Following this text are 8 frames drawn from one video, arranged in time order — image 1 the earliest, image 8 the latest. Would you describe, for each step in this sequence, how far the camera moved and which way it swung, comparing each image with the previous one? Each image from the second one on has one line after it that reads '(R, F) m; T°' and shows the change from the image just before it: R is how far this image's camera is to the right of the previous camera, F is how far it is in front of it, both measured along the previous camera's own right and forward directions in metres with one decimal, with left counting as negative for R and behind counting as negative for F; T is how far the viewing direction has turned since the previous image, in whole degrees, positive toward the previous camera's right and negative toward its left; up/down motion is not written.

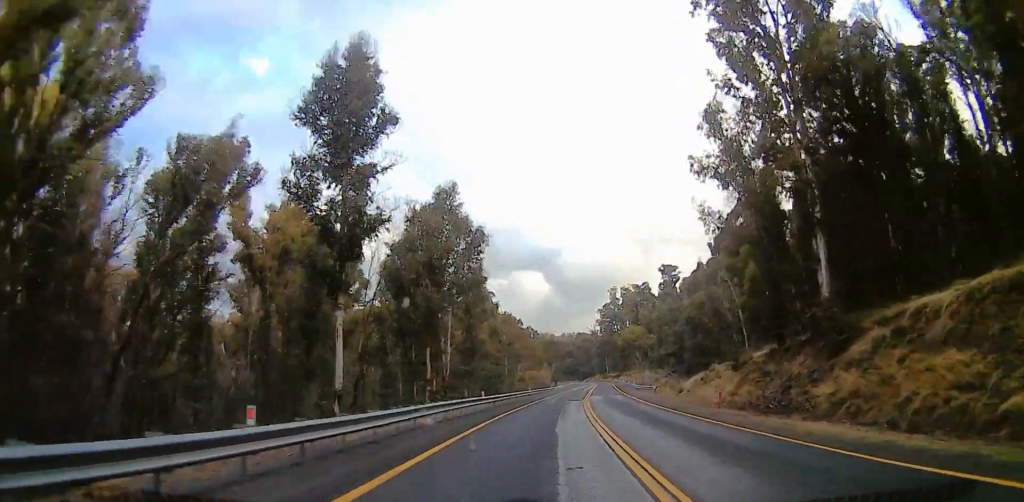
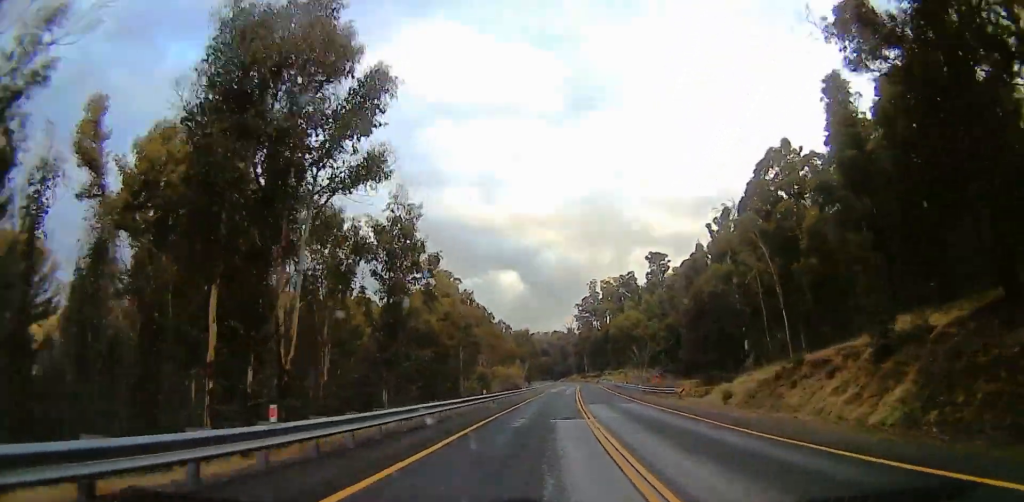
(0.0, +24.9) m; 0°
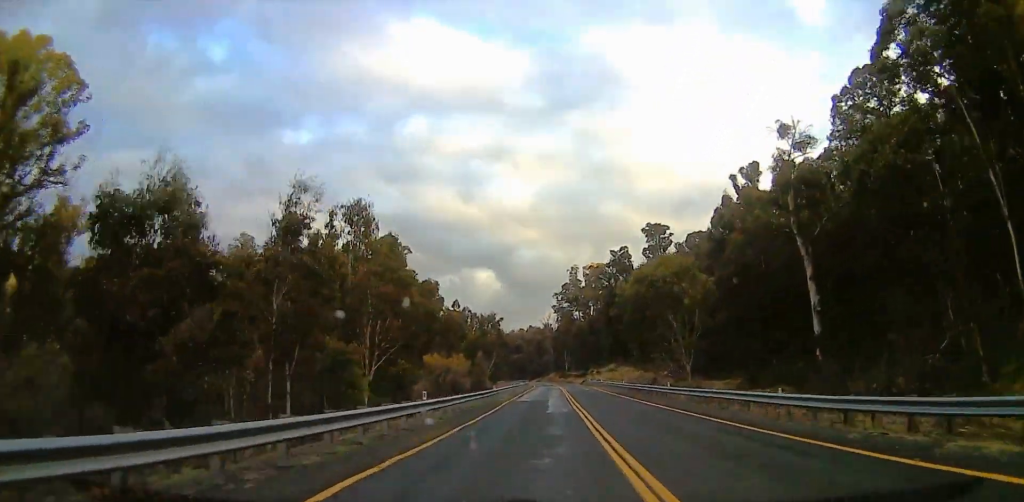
(0.0, +41.3) m; 0°
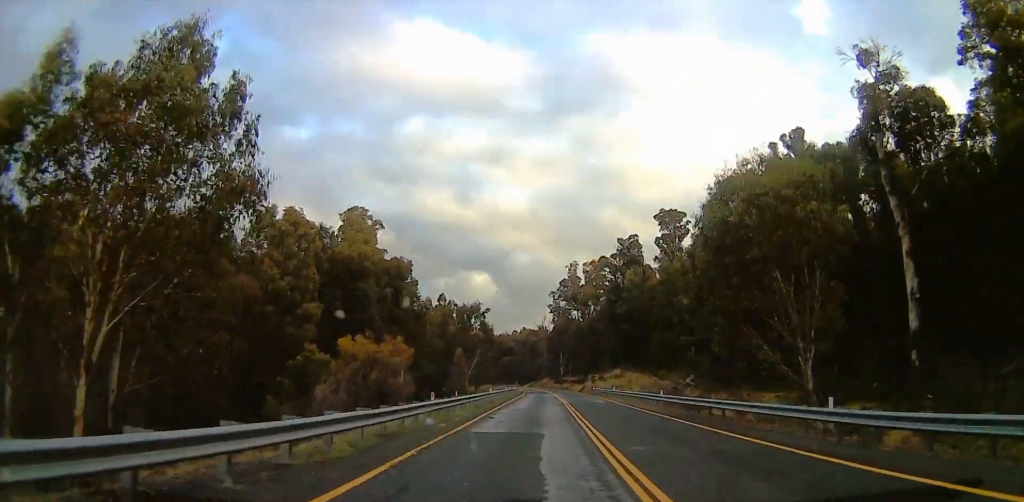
(0.0, +24.3) m; 0°
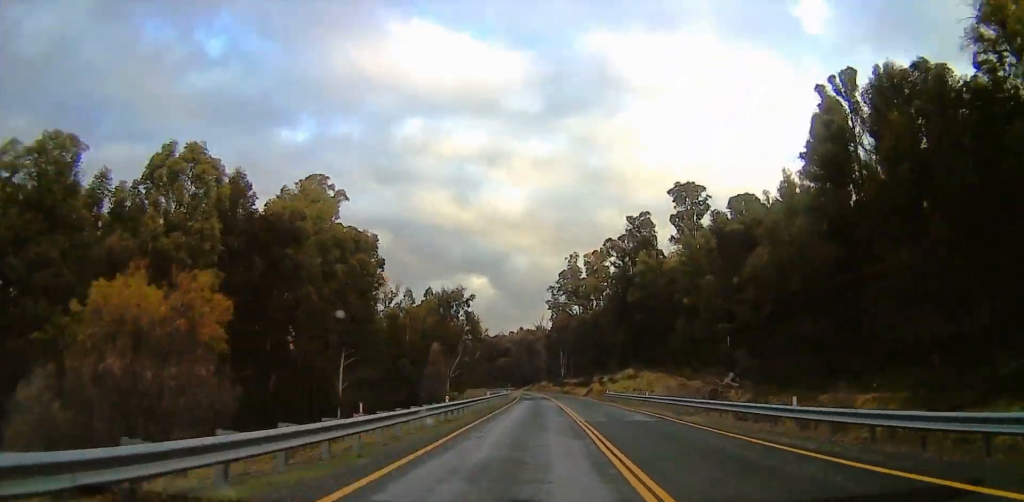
(0.0, +22.0) m; 0°
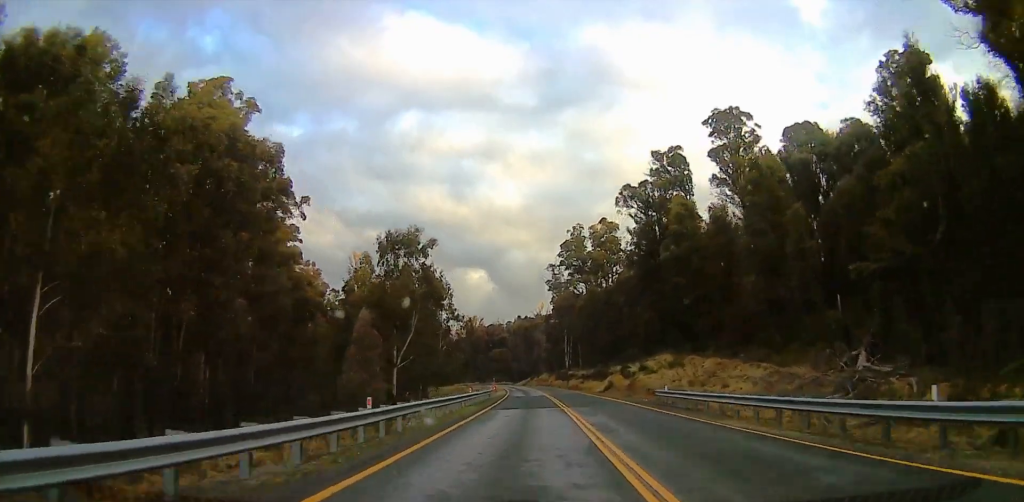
(0.0, +34.5) m; 0°
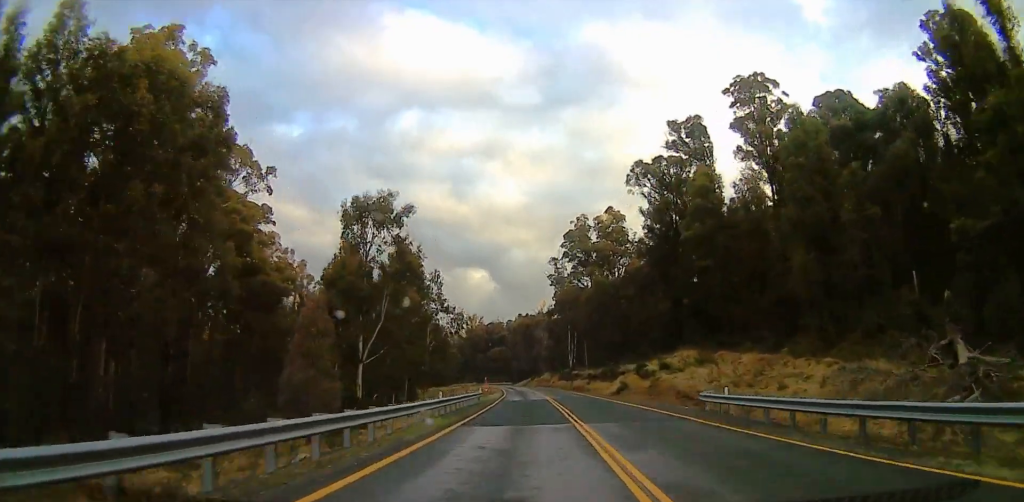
(0.0, +12.6) m; 0°
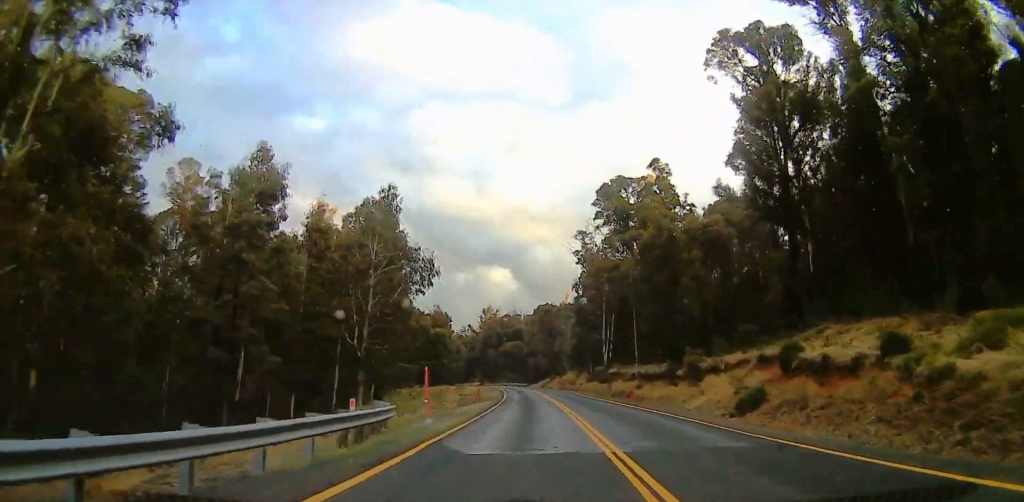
(0.0, +39.5) m; 0°
